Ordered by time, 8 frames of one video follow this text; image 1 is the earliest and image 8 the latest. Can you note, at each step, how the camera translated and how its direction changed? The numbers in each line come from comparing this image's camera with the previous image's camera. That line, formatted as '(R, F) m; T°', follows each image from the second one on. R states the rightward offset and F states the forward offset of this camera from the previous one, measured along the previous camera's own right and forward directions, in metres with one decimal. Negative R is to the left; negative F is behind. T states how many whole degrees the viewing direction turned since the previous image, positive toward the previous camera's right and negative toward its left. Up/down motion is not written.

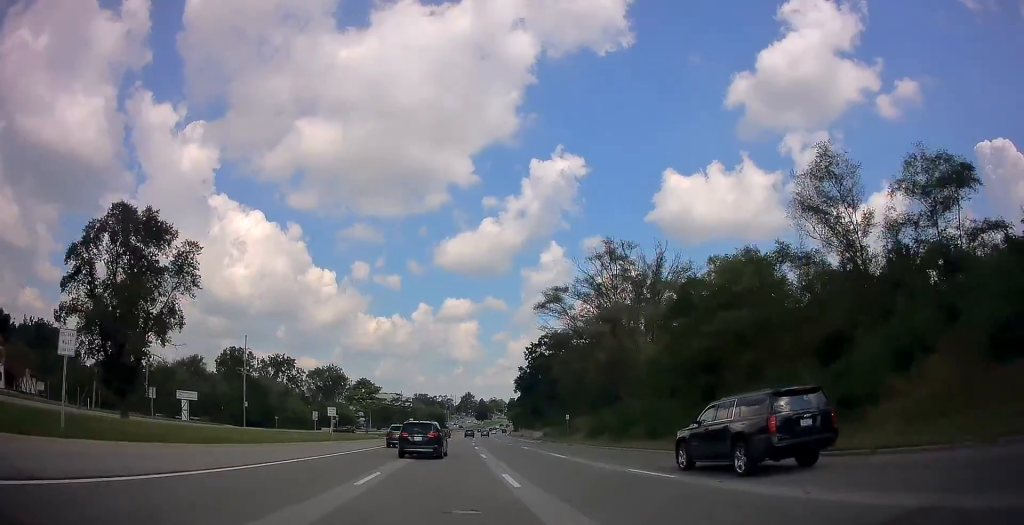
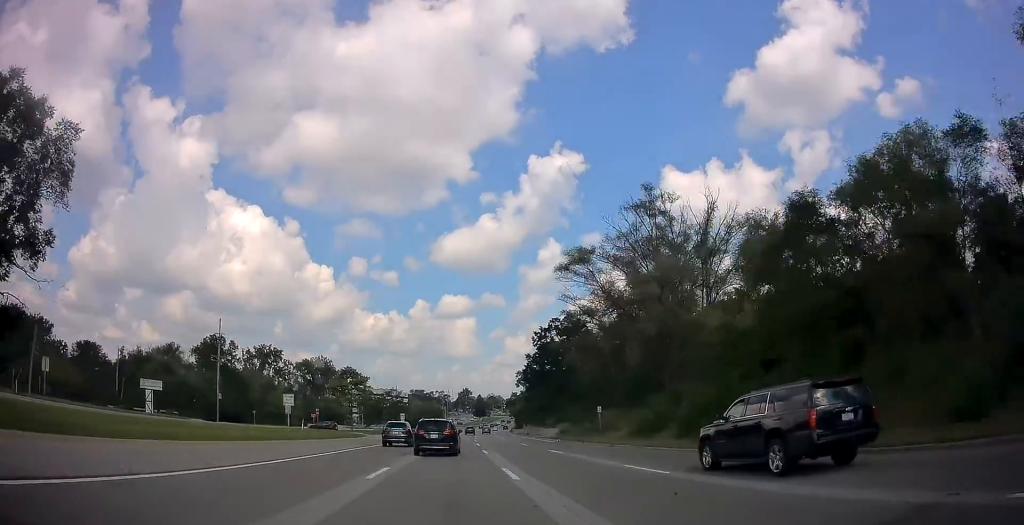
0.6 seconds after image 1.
(+0.1, +13.8) m; +1°
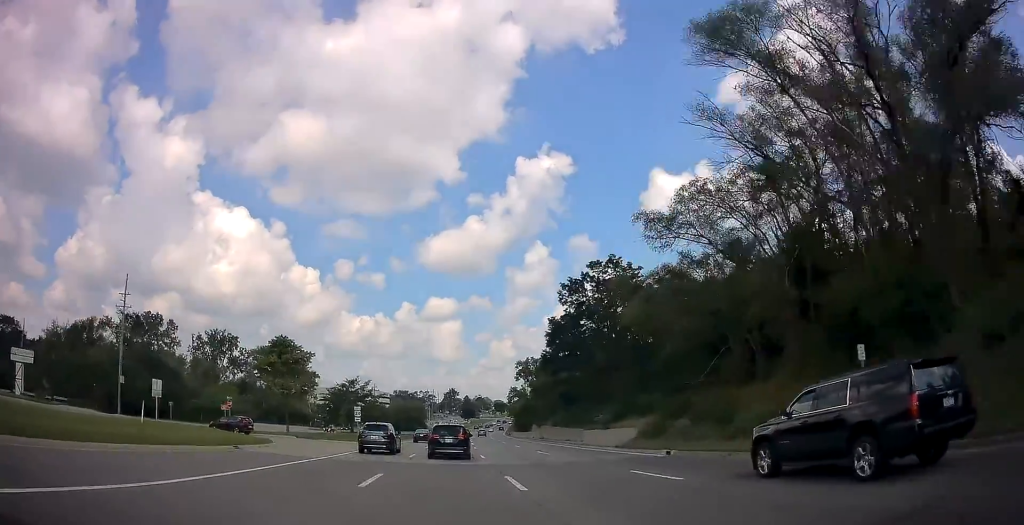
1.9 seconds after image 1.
(+0.3, +31.7) m; +1°
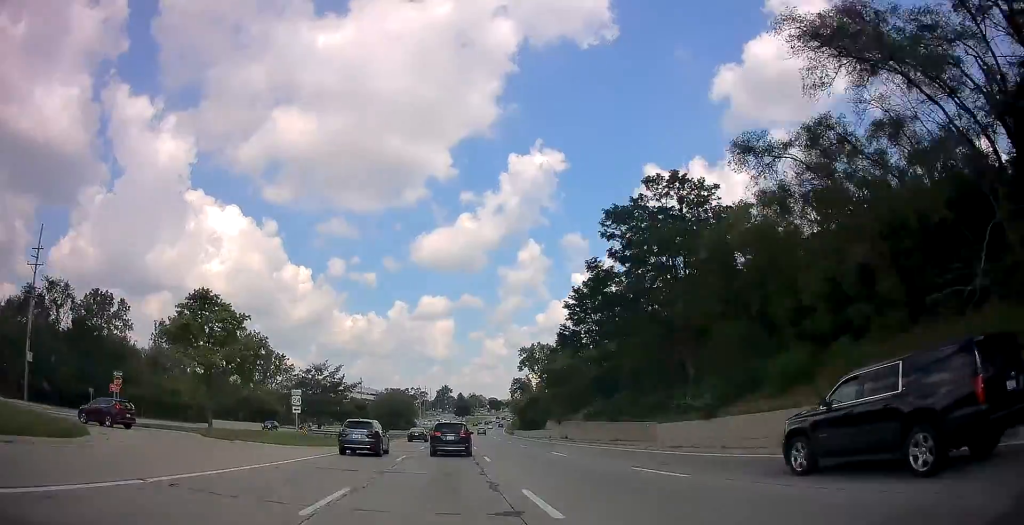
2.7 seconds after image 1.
(+0.1, +20.3) m; 0°
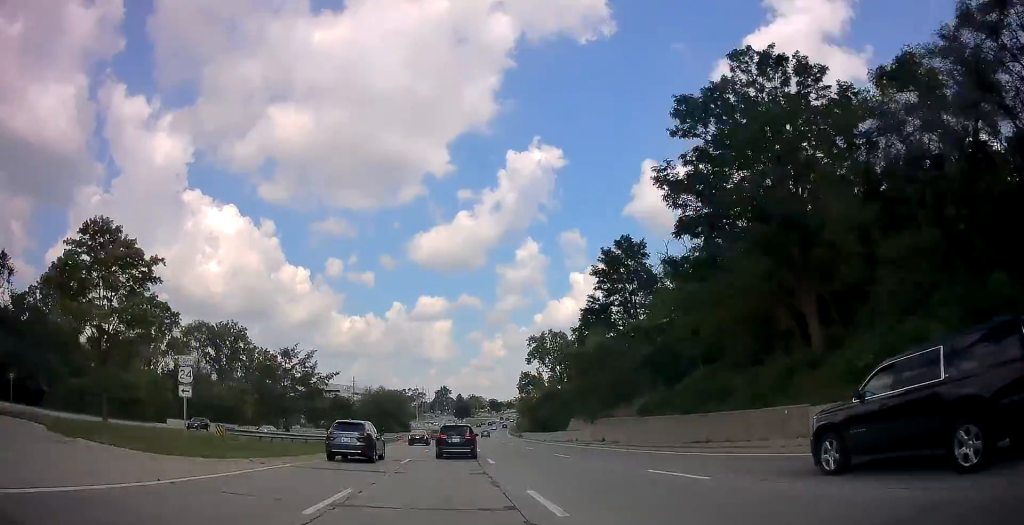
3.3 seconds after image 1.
(0.0, +14.6) m; 0°
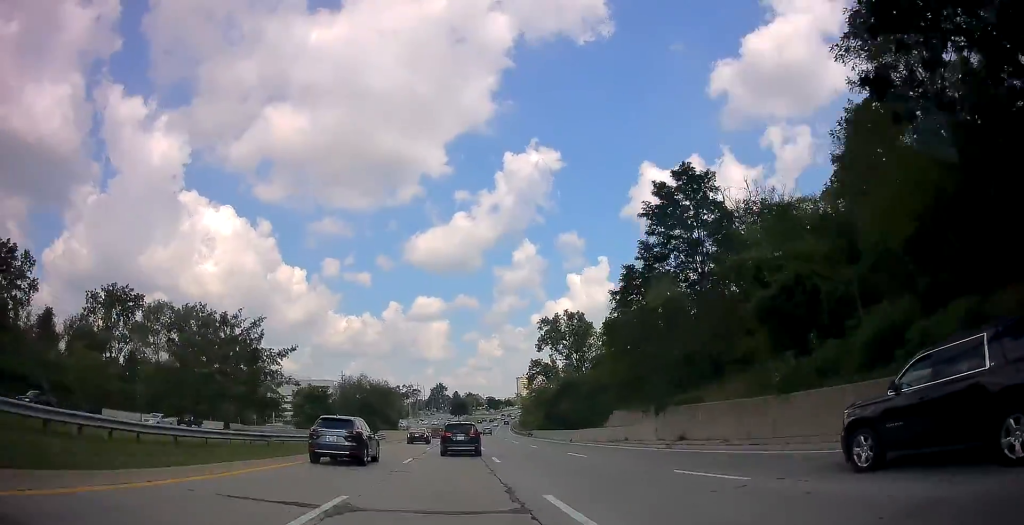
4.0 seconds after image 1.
(0.0, +17.0) m; +1°
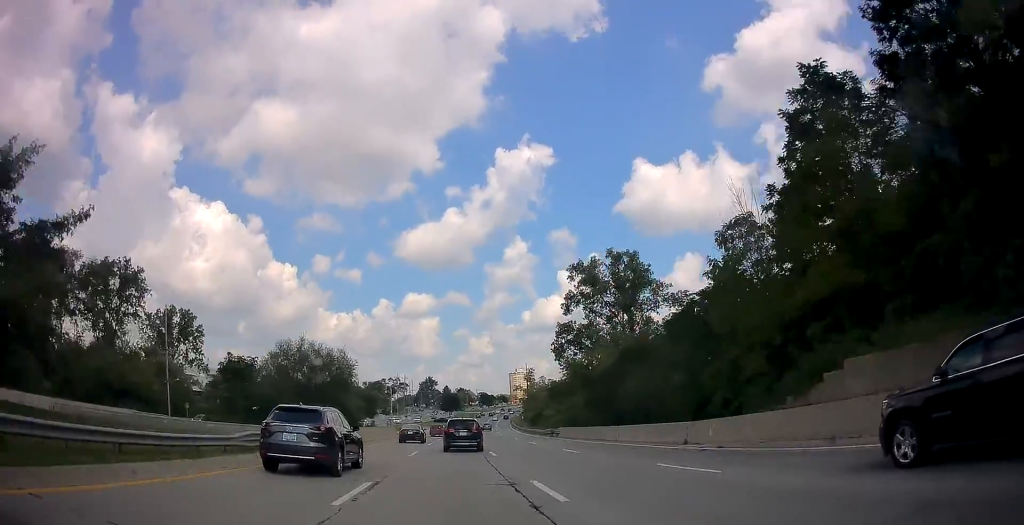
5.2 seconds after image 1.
(+0.5, +28.2) m; +2°
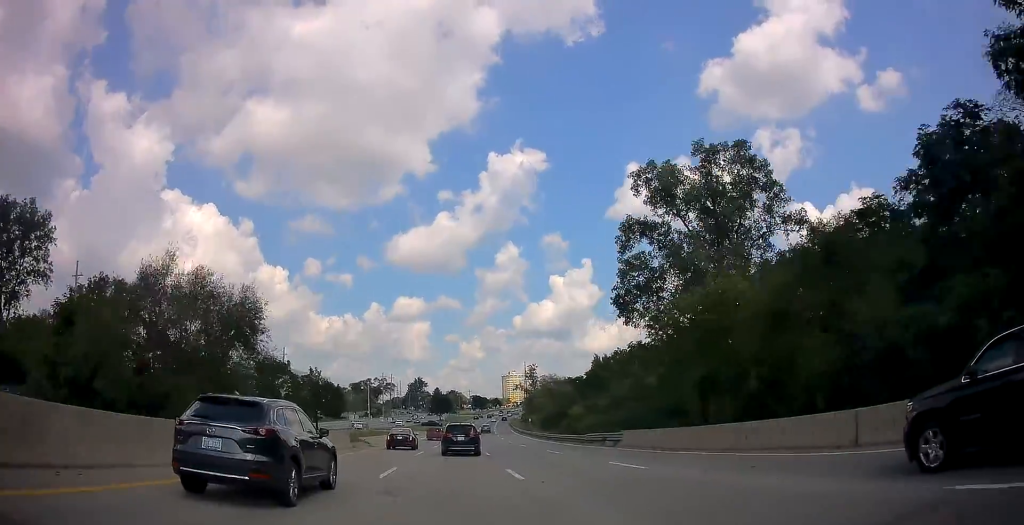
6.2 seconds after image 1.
(+0.2, +24.9) m; 0°
